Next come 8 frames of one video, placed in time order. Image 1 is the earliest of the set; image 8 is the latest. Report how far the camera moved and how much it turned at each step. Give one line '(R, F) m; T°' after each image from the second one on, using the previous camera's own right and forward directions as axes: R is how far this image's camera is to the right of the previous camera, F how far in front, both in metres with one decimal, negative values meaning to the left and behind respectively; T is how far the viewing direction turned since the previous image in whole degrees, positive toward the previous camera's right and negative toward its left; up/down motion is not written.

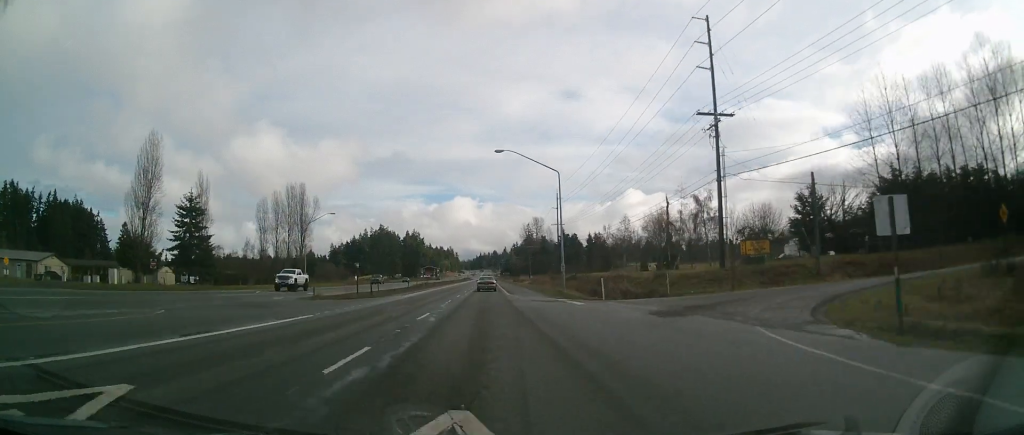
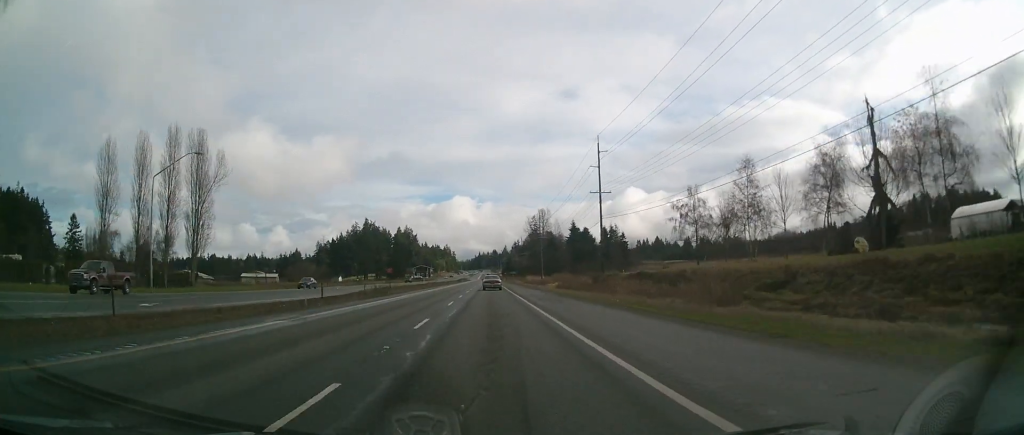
(-0.2, +52.4) m; +1°
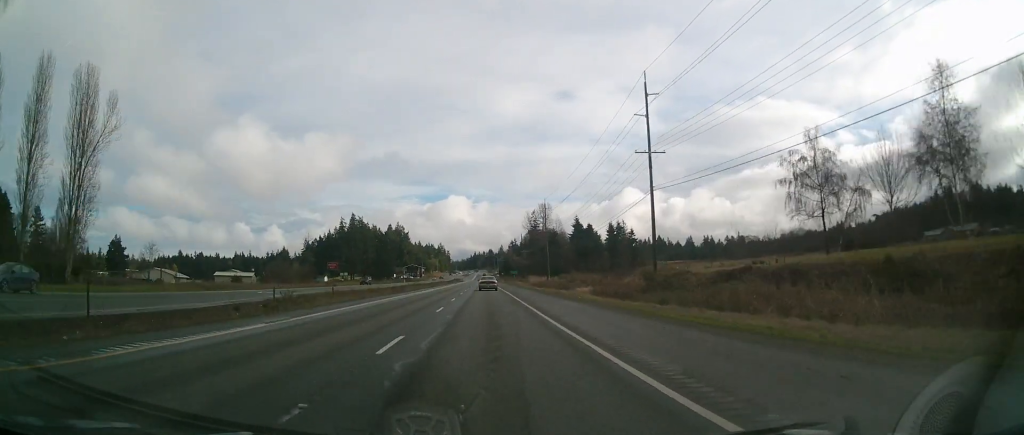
(+0.6, +29.1) m; 0°
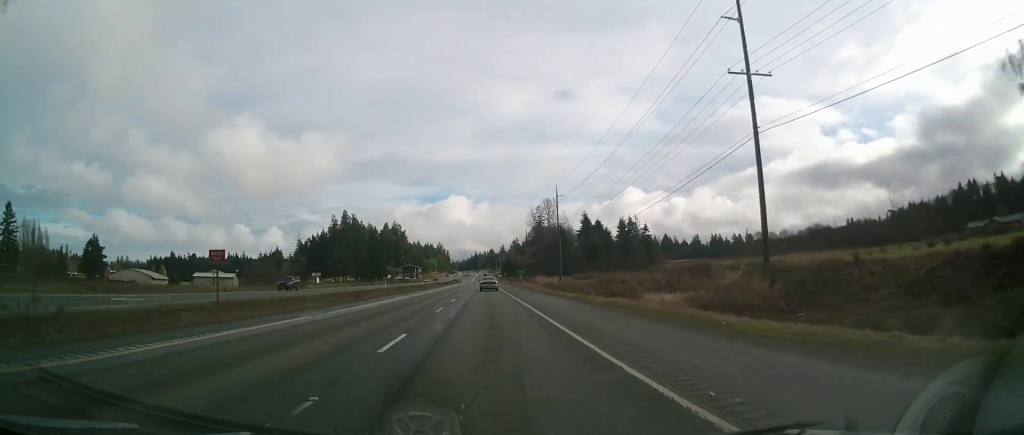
(-0.4, +24.2) m; -1°
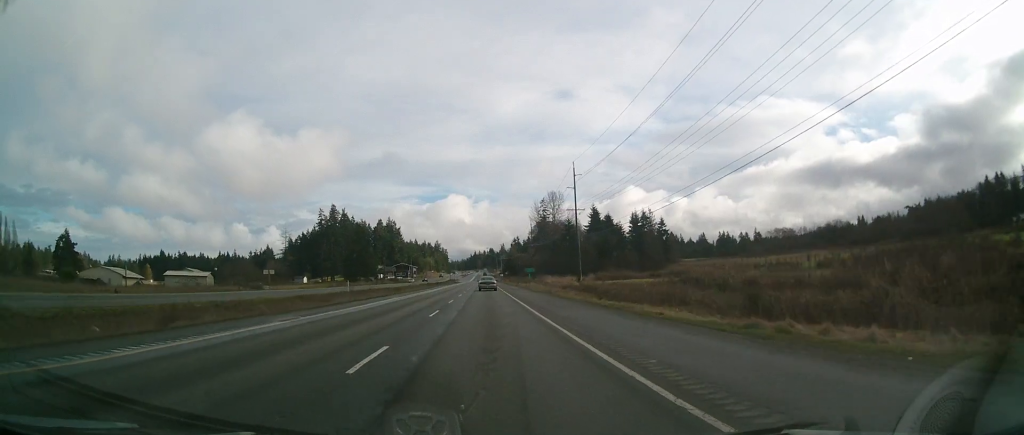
(-0.1, +26.6) m; +1°
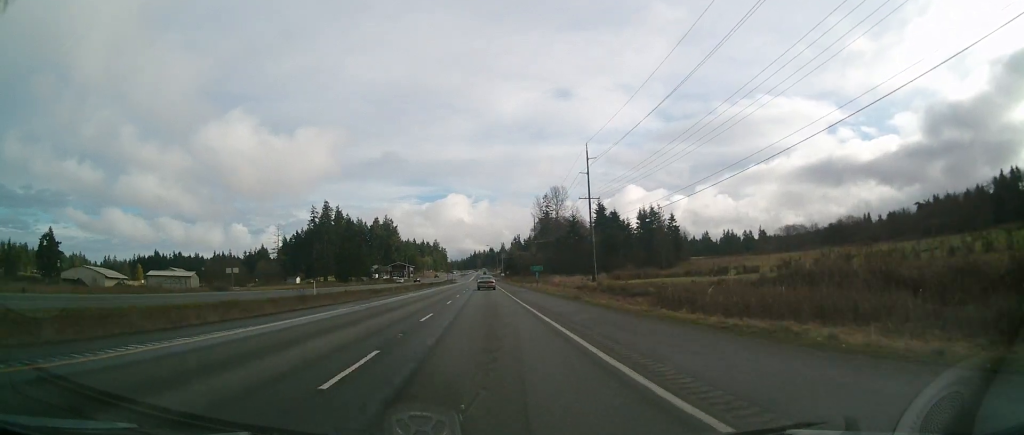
(+0.2, +14.0) m; 0°
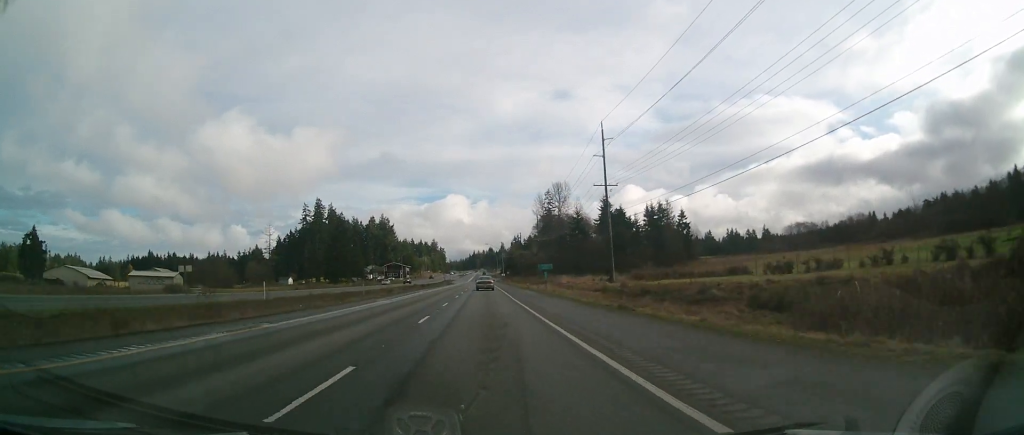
(+0.3, +13.2) m; 0°
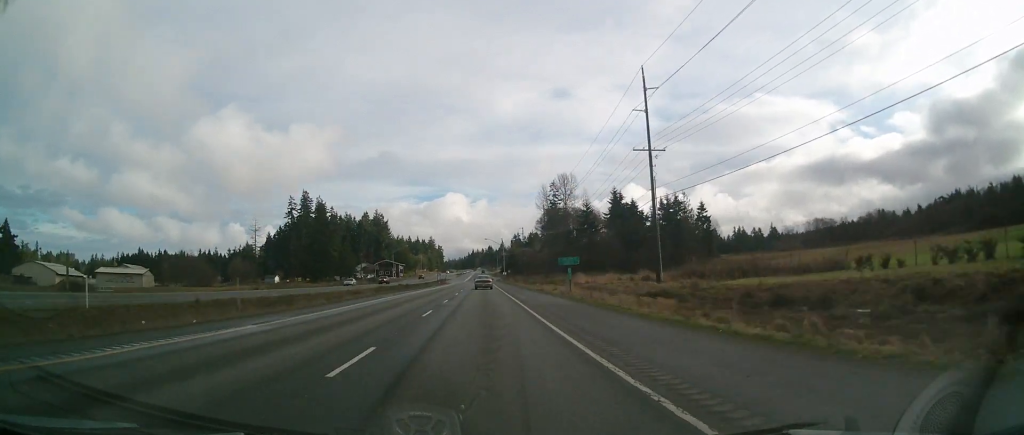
(-0.4, +21.4) m; -1°
